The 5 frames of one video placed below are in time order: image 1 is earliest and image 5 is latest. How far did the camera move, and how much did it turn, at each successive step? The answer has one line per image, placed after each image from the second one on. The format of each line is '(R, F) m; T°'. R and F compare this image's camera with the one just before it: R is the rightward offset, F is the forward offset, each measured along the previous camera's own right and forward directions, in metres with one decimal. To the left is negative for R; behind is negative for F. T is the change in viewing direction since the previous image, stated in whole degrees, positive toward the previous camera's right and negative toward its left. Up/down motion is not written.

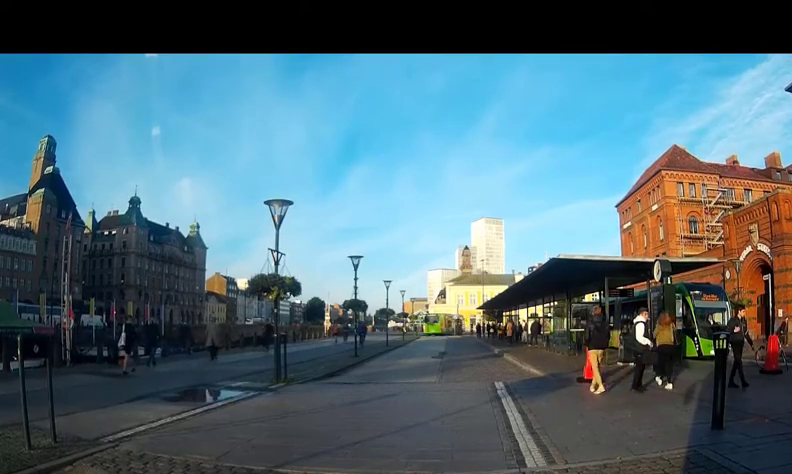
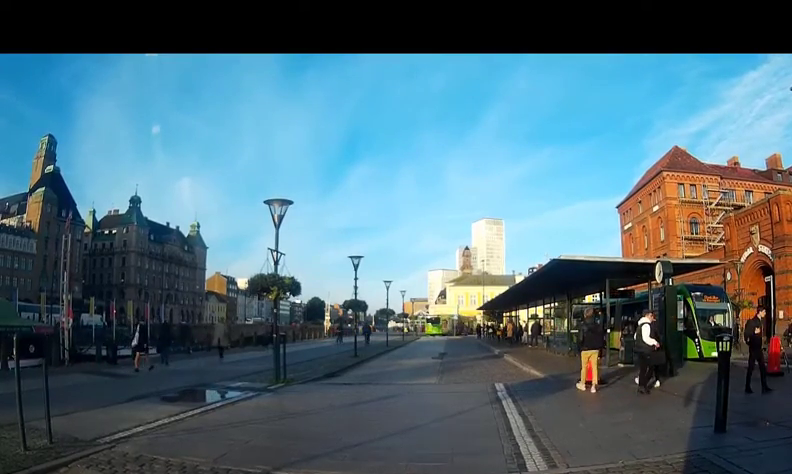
(0.0, 0.0) m; 0°
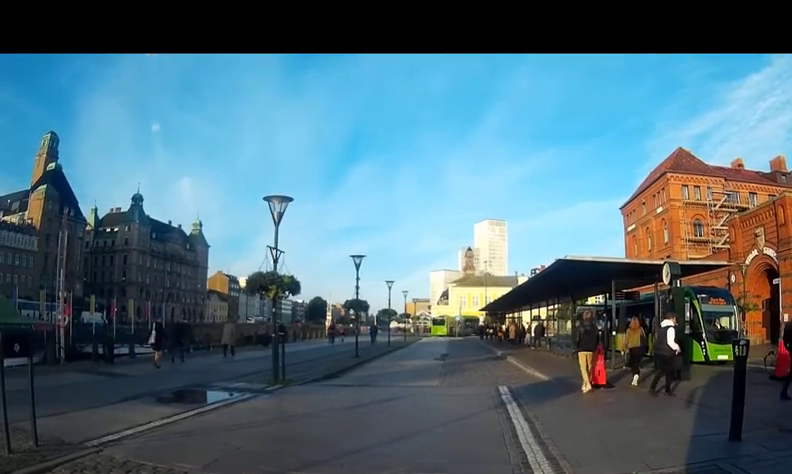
(0.0, 0.0) m; 0°
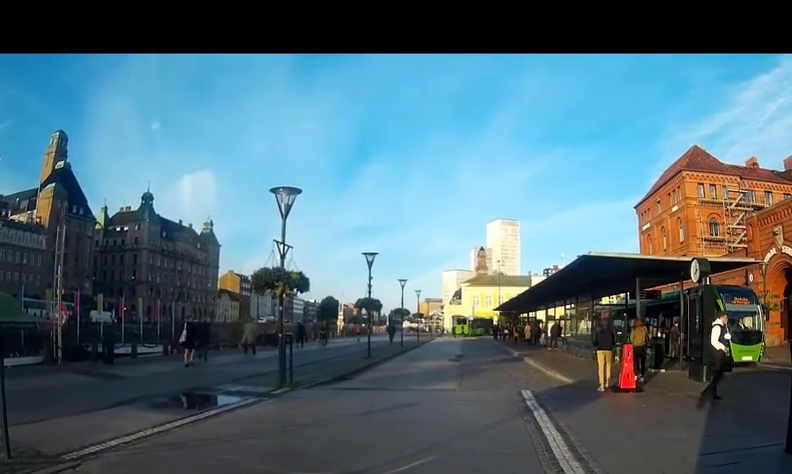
(-0.2, +0.2) m; 0°
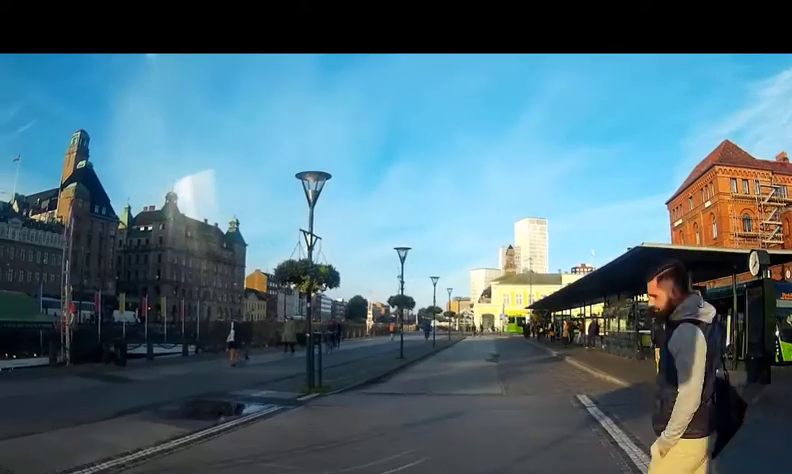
(0.0, +0.2) m; 0°
